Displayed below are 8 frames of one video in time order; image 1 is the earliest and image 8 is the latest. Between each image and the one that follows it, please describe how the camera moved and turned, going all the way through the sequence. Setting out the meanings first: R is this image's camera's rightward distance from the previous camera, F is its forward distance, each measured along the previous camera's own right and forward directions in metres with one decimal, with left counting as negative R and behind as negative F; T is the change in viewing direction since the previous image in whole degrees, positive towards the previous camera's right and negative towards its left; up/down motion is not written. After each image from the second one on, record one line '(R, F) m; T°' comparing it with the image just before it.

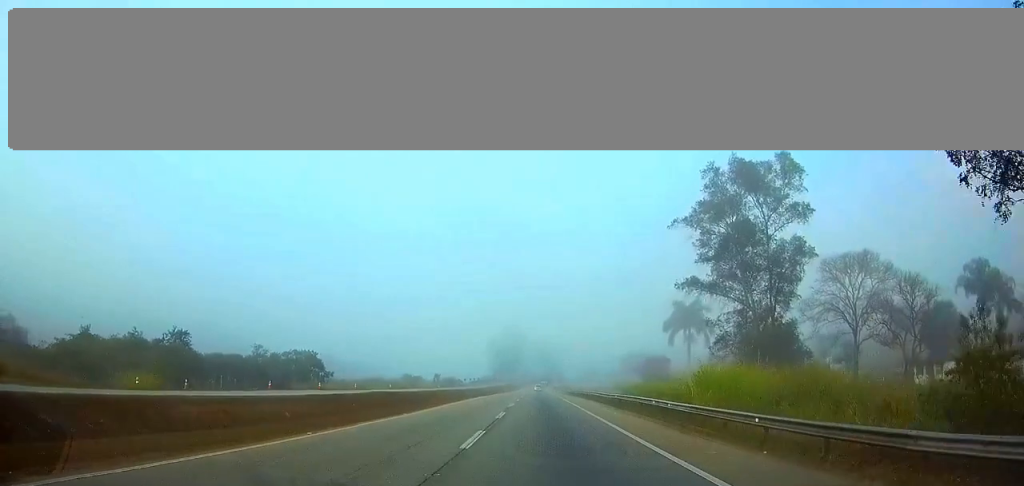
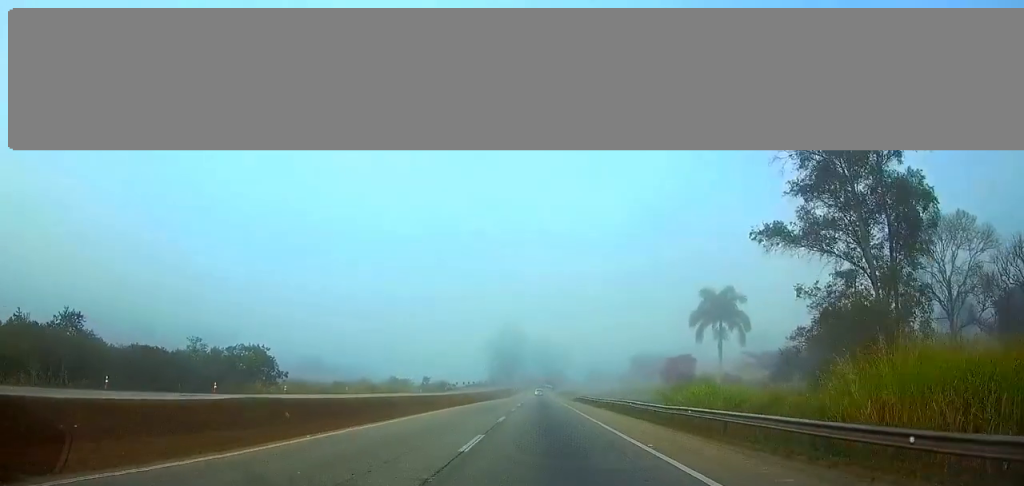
(-0.1, +23.9) m; 0°
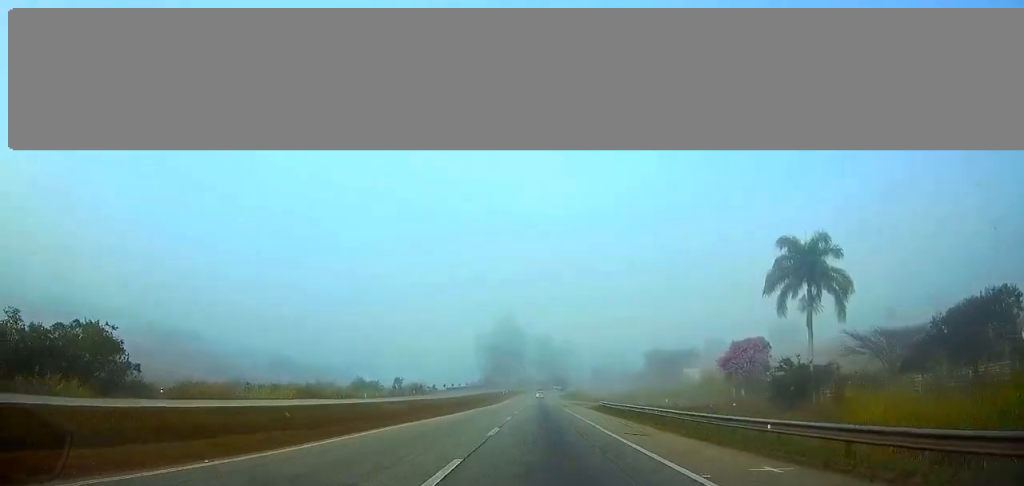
(+0.2, +41.2) m; 0°
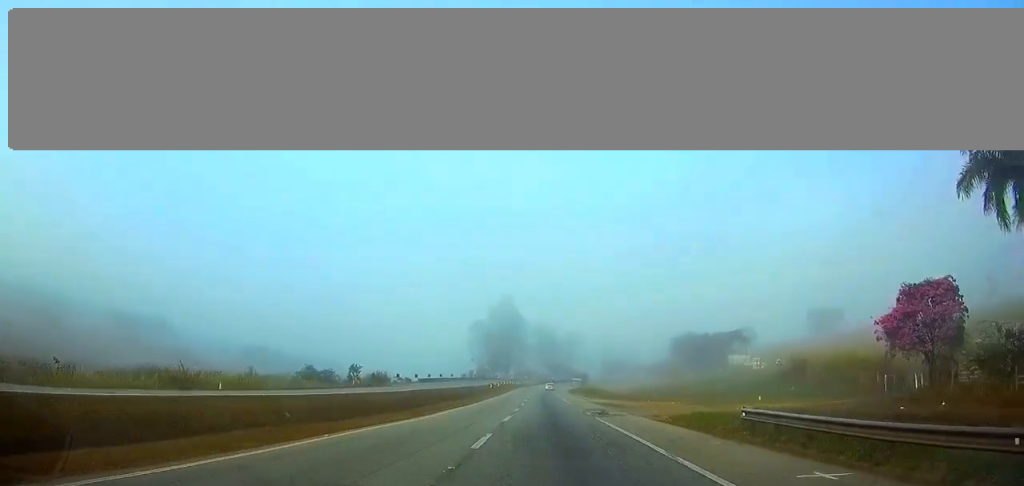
(-0.1, +42.2) m; 0°
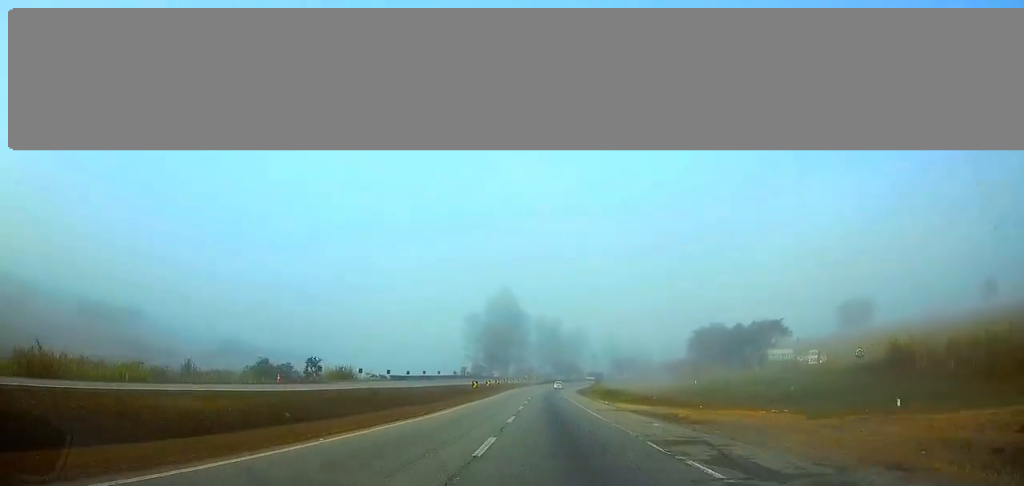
(+0.1, +24.6) m; 0°
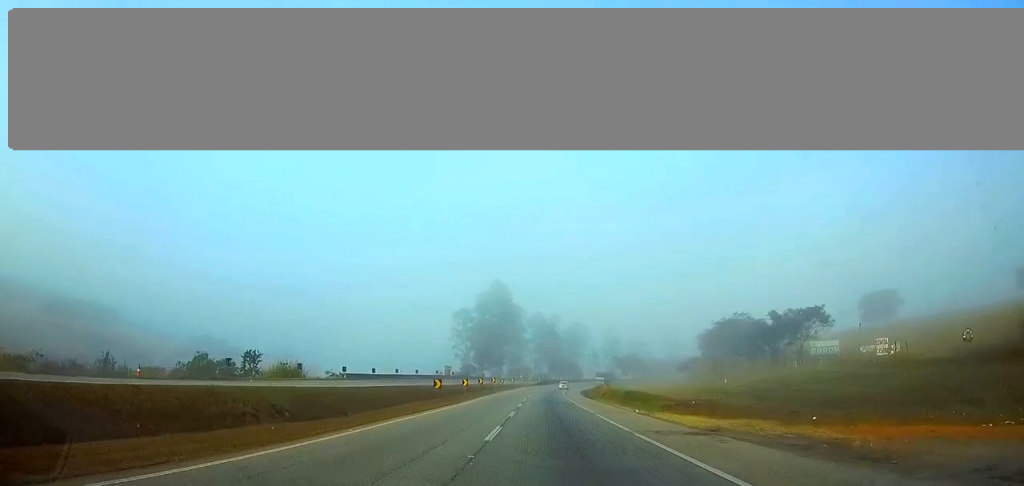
(0.0, +21.3) m; 0°
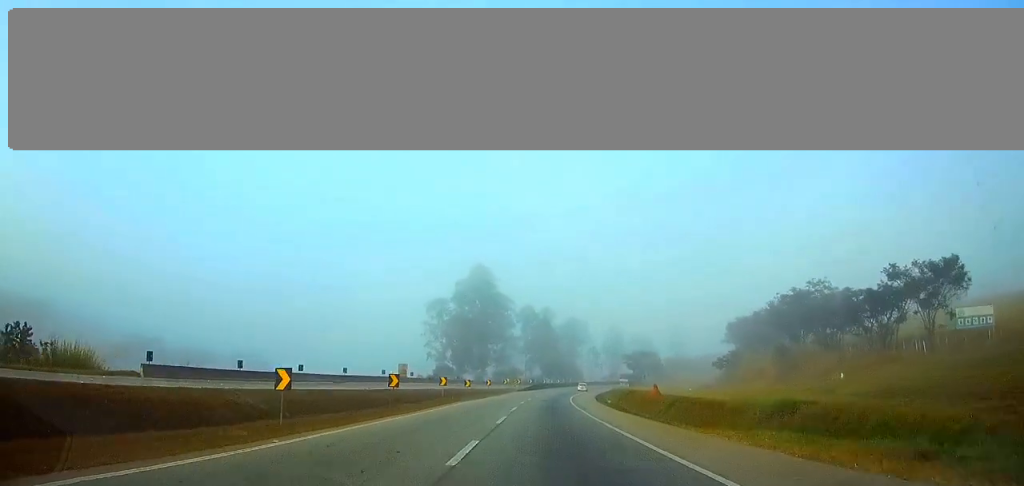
(+0.2, +40.8) m; +1°
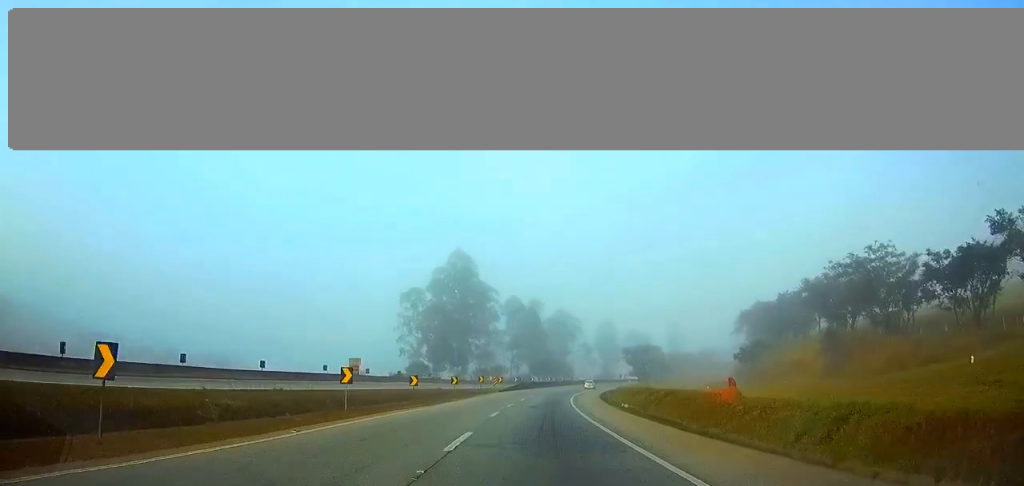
(+0.2, +21.5) m; +1°
